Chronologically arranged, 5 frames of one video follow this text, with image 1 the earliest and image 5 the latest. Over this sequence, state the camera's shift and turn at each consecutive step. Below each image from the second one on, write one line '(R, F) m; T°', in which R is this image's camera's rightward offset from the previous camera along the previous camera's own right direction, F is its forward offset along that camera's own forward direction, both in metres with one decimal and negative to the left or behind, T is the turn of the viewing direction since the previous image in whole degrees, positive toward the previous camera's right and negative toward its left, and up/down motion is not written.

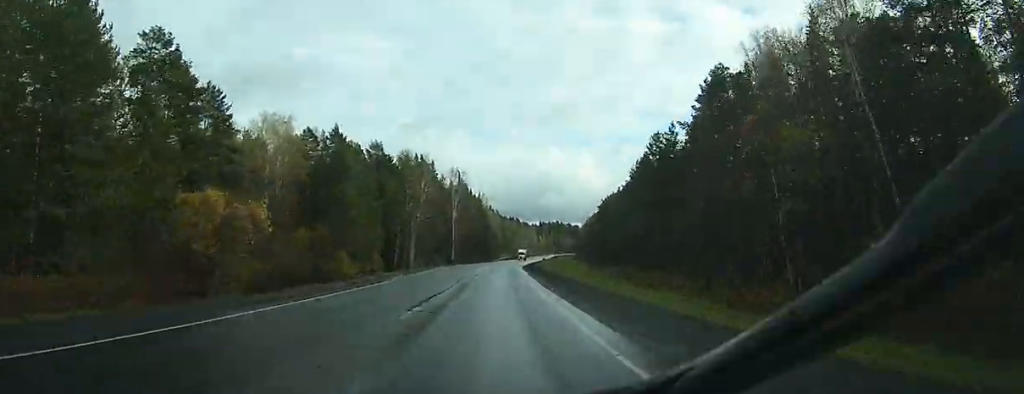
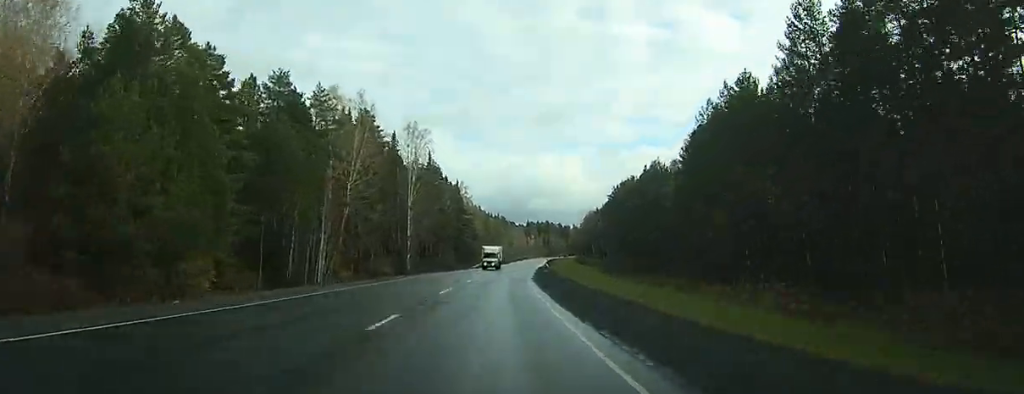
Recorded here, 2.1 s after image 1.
(+1.2, +38.7) m; +5°
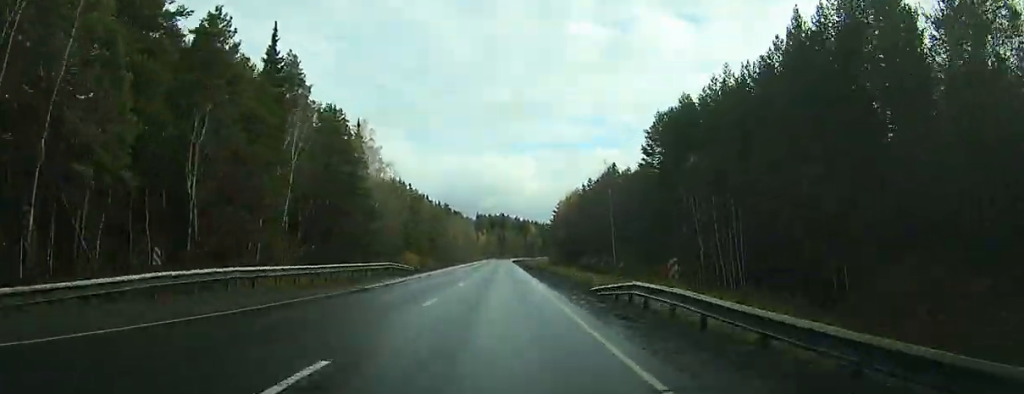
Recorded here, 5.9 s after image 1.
(+3.6, +69.3) m; -1°
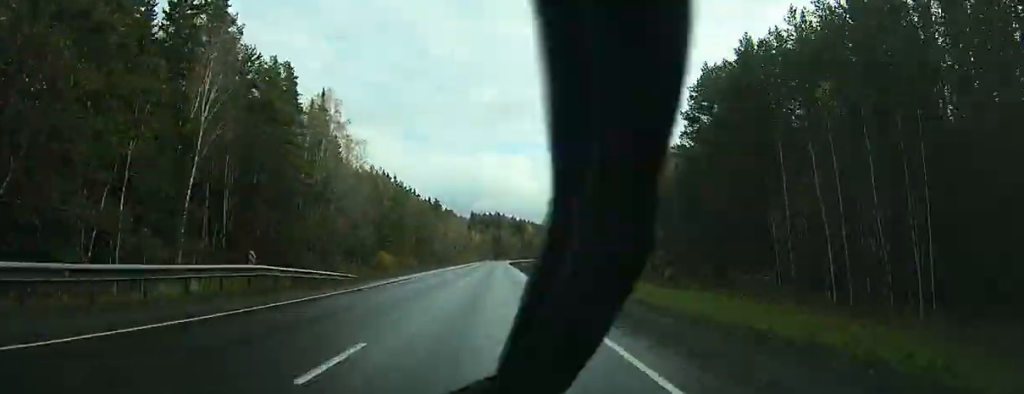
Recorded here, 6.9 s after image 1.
(-1.4, +22.9) m; -3°
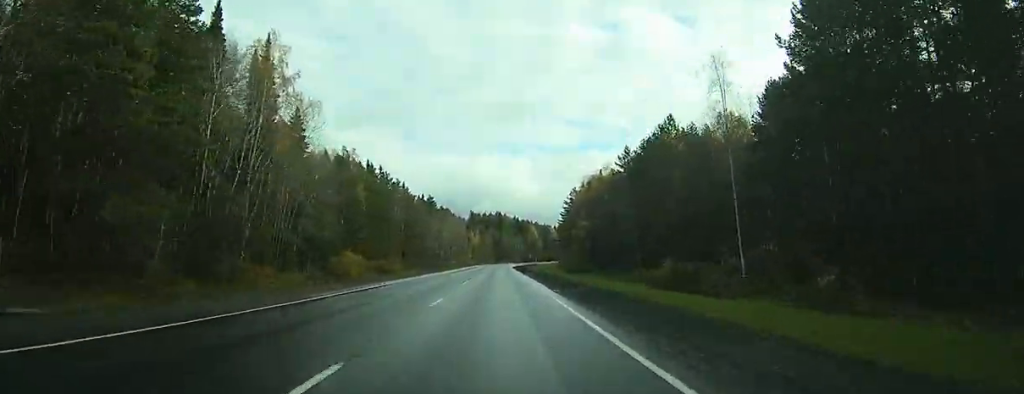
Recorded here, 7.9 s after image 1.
(-0.7, +30.4) m; -1°
